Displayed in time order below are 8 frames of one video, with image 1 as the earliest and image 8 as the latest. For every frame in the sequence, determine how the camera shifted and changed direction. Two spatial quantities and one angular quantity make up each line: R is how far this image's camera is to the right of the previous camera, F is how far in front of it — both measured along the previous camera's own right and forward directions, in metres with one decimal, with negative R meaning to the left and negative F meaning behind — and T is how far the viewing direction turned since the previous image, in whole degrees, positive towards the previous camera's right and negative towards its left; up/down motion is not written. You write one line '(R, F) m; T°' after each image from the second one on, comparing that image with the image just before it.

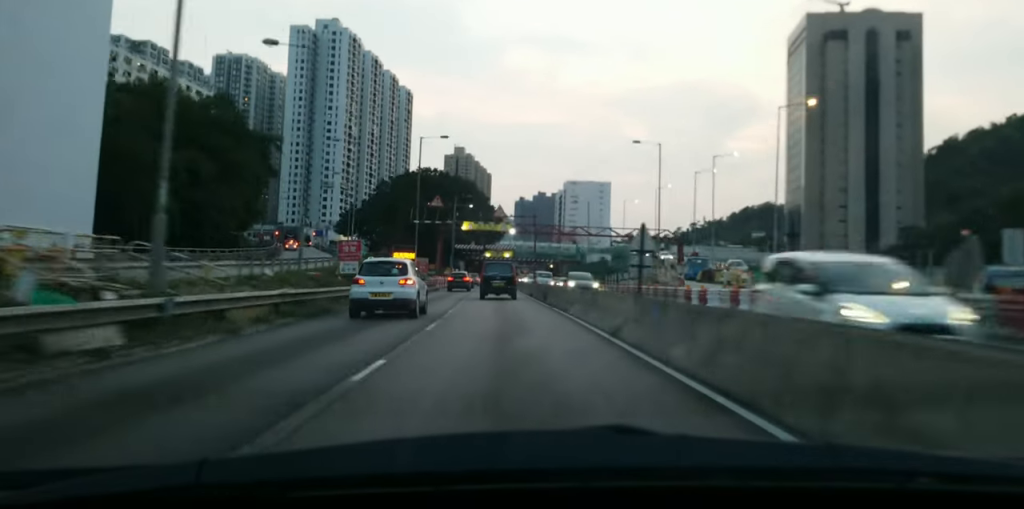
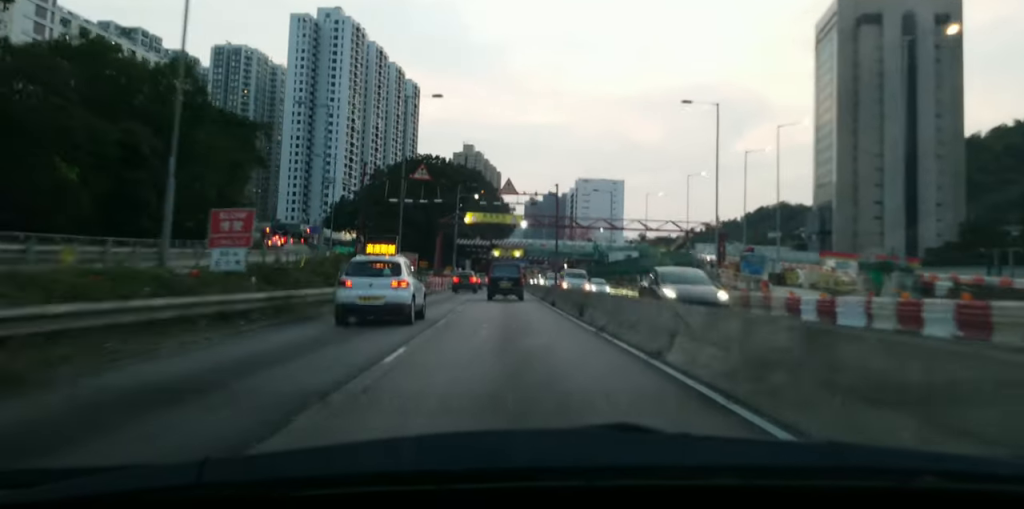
(-0.2, +14.4) m; -3°
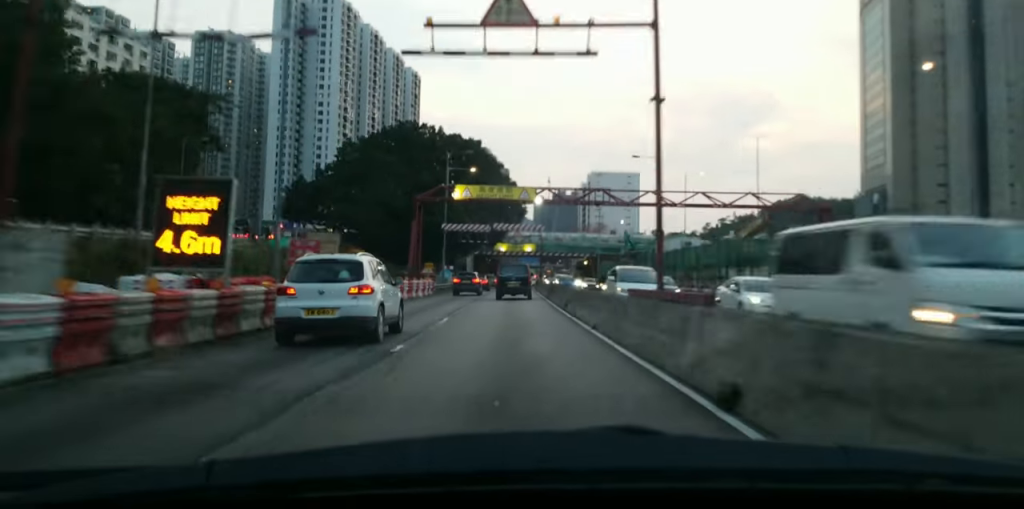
(-0.4, +25.0) m; 0°
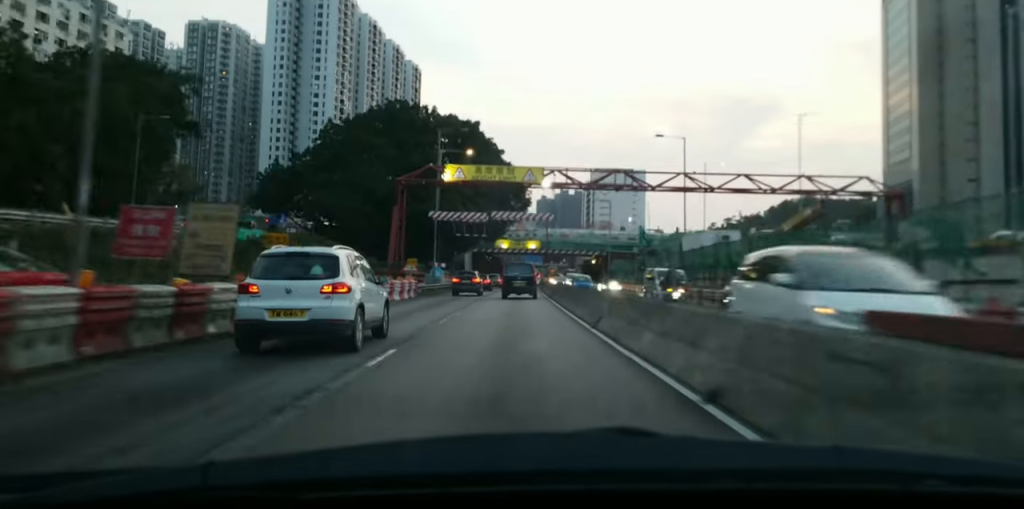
(+0.3, +10.7) m; +1°
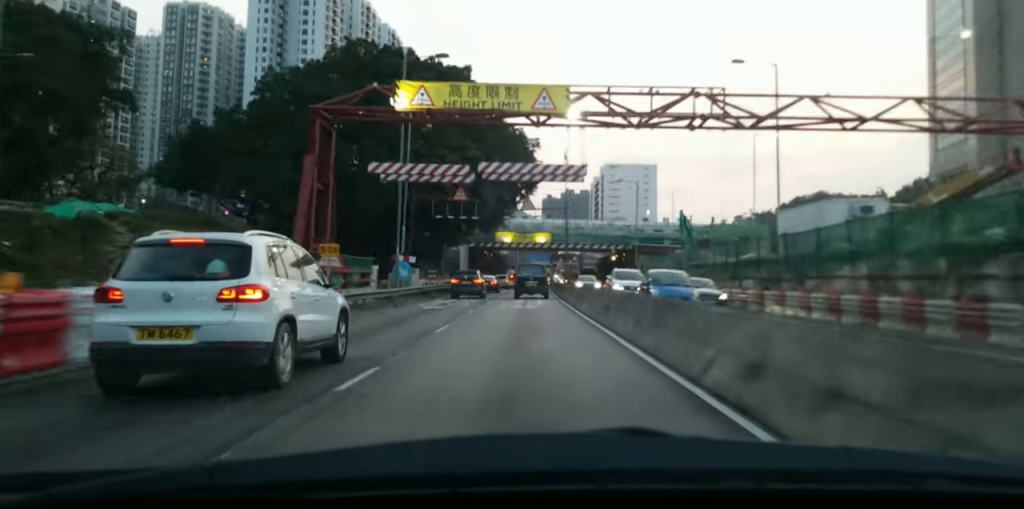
(-0.4, +19.8) m; -1°
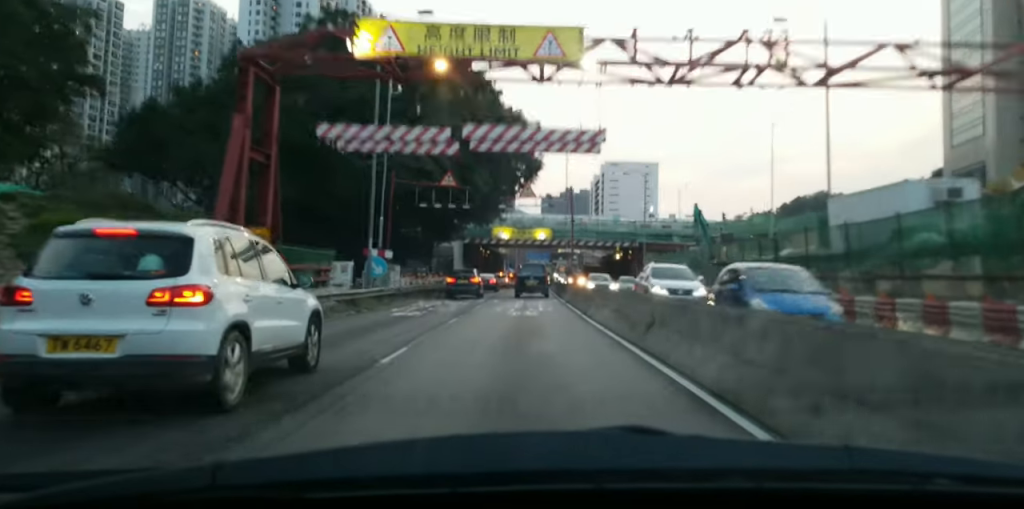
(0.0, +7.1) m; 0°
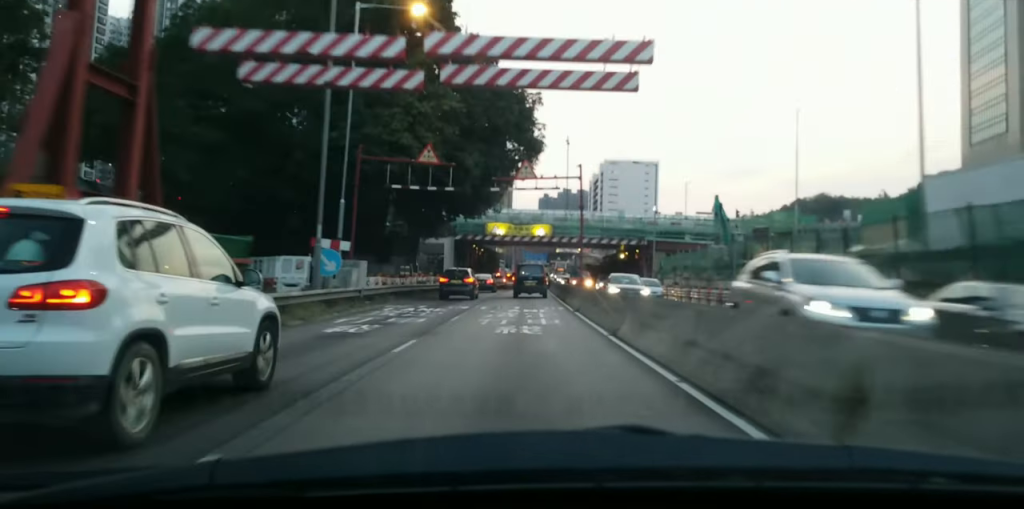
(0.0, +7.8) m; 0°
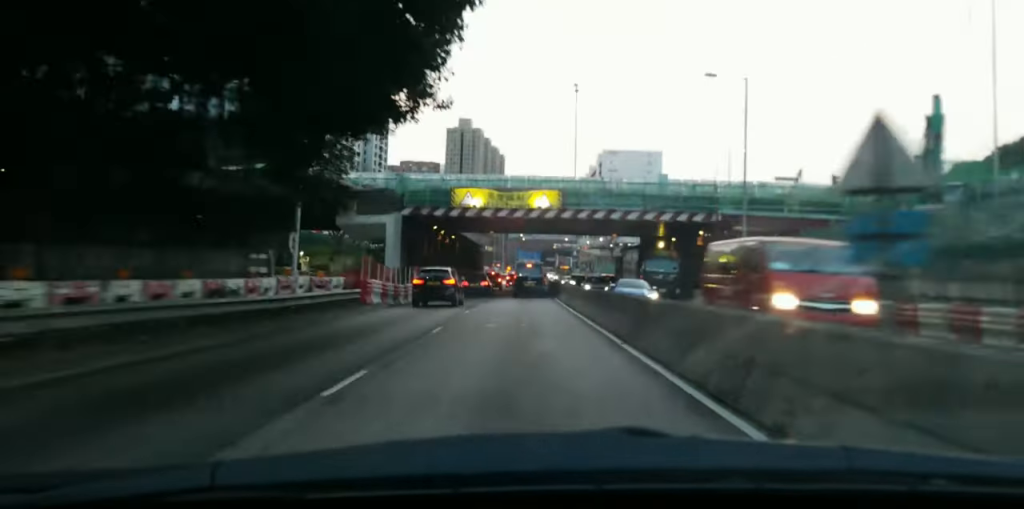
(+0.4, +30.0) m; +1°
